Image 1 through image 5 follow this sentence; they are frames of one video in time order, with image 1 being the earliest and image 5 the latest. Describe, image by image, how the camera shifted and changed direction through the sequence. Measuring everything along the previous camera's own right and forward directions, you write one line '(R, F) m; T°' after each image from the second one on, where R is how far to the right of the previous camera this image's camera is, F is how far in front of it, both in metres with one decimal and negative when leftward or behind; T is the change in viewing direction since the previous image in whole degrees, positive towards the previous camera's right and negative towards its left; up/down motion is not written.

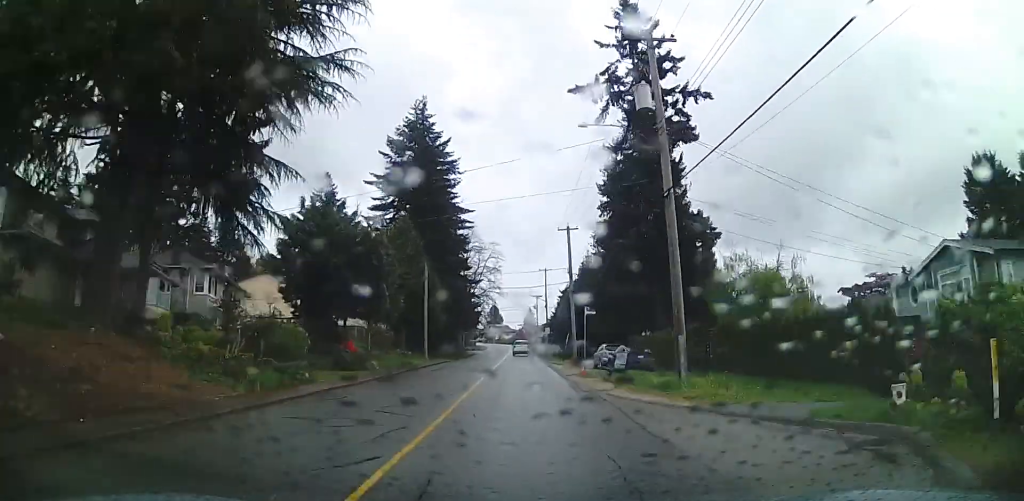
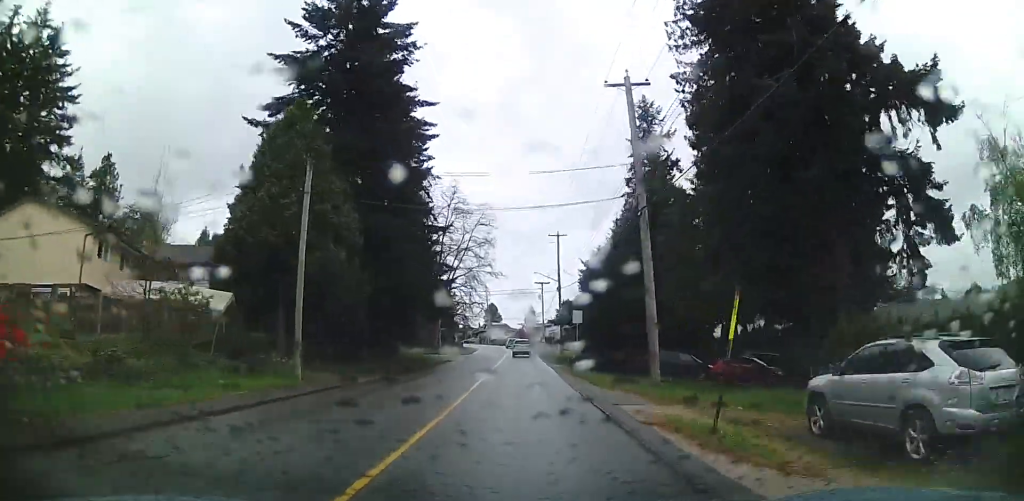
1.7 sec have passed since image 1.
(+0.7, +28.8) m; +2°
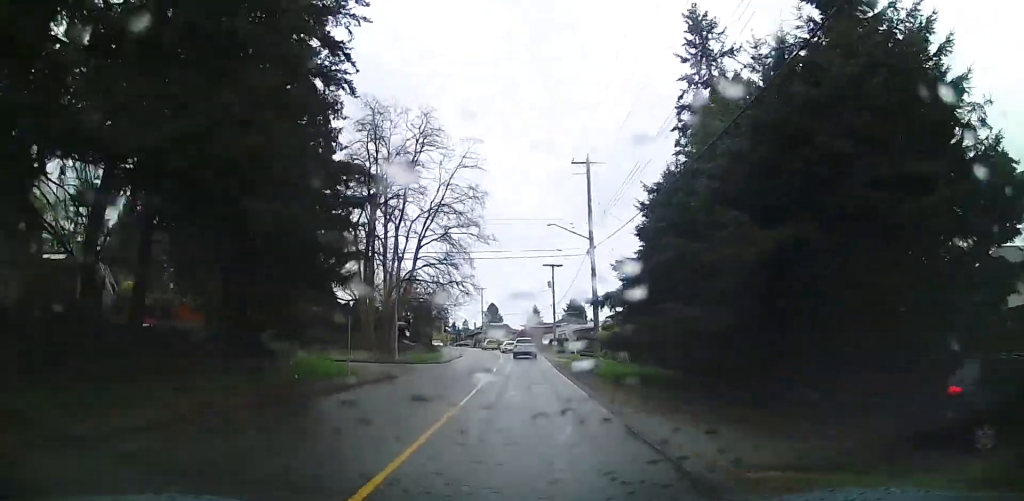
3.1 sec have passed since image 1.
(0.0, +25.1) m; 0°
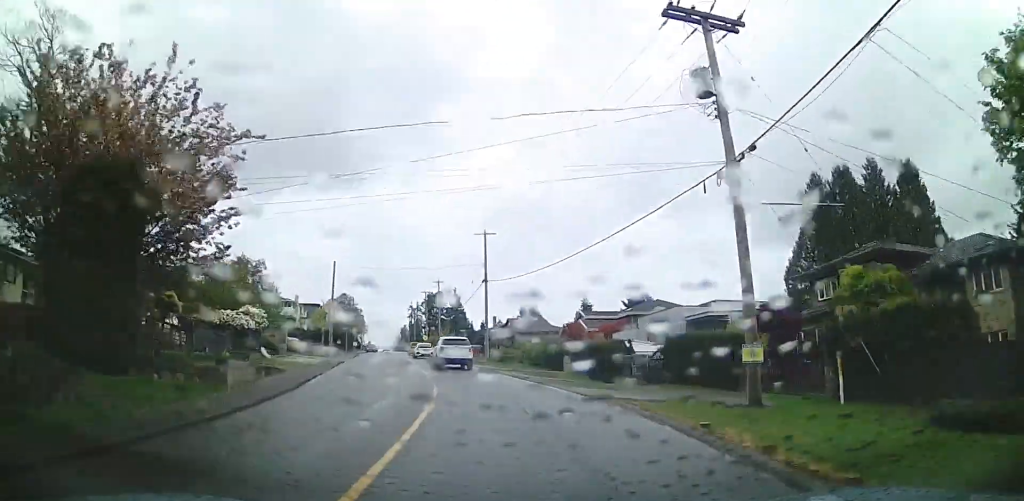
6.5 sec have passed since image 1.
(-1.4, +59.8) m; -4°
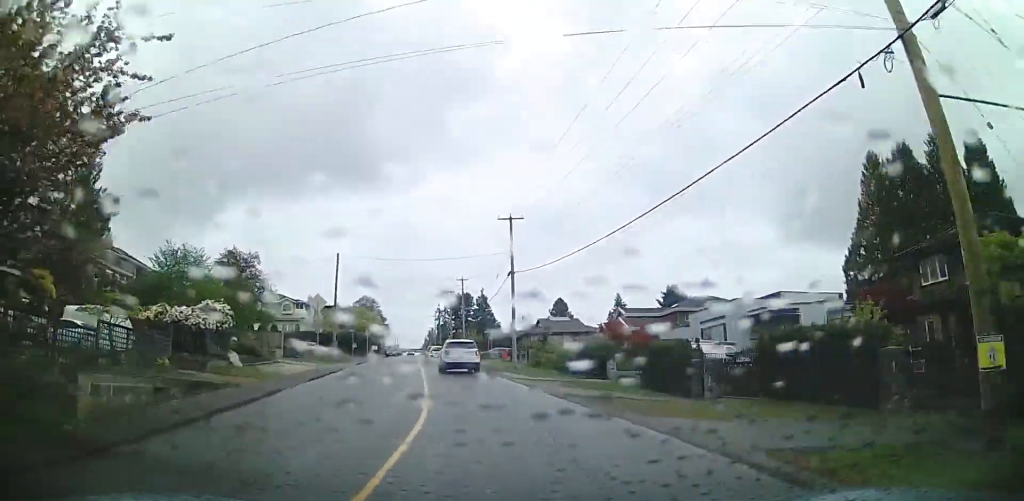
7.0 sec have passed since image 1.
(0.0, +7.7) m; -1°
